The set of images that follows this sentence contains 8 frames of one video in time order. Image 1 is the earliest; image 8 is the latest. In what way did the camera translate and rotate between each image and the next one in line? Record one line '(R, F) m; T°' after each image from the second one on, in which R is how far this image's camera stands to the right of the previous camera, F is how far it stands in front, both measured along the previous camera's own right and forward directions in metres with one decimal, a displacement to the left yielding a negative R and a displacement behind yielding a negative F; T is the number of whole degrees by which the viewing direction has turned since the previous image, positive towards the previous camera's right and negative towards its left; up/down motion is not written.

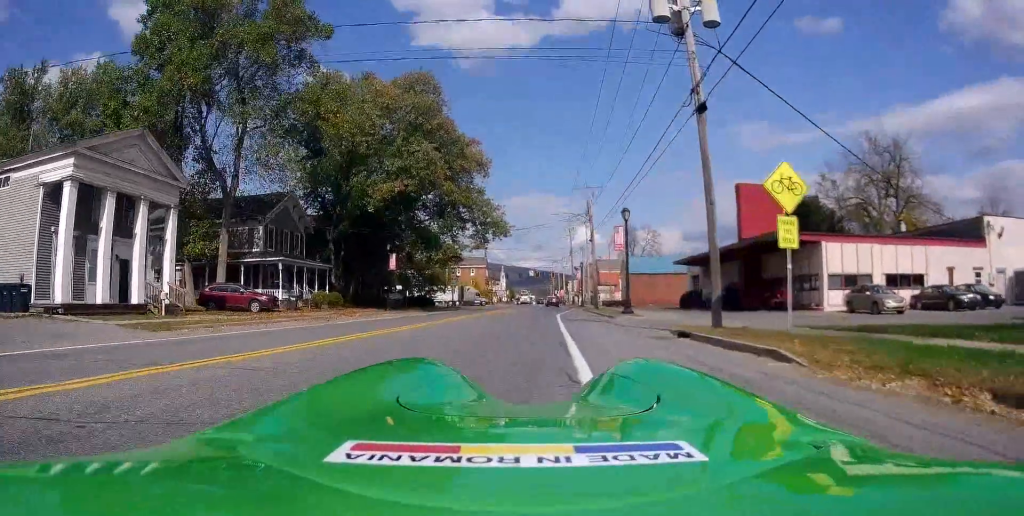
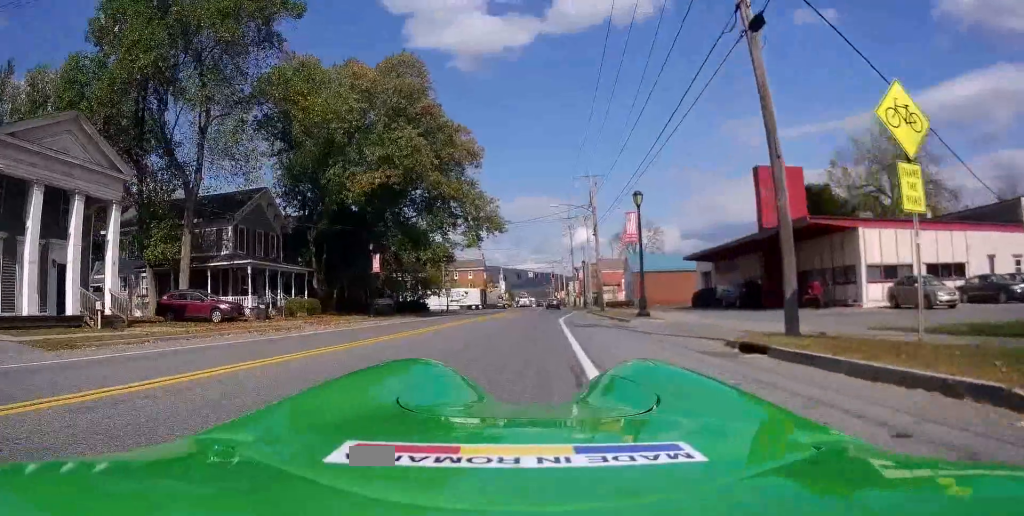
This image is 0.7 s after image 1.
(-0.2, +4.9) m; +1°
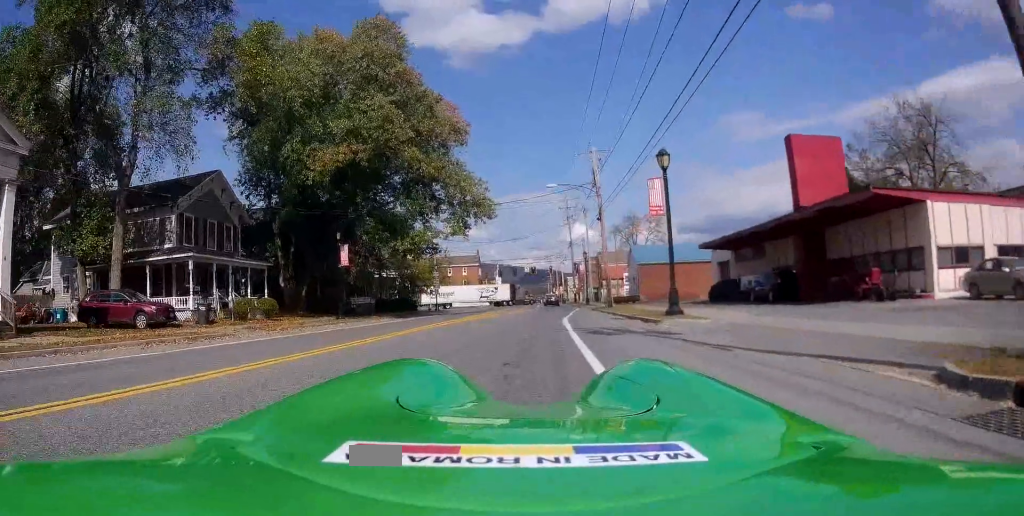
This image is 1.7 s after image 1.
(+0.2, +7.5) m; +3°
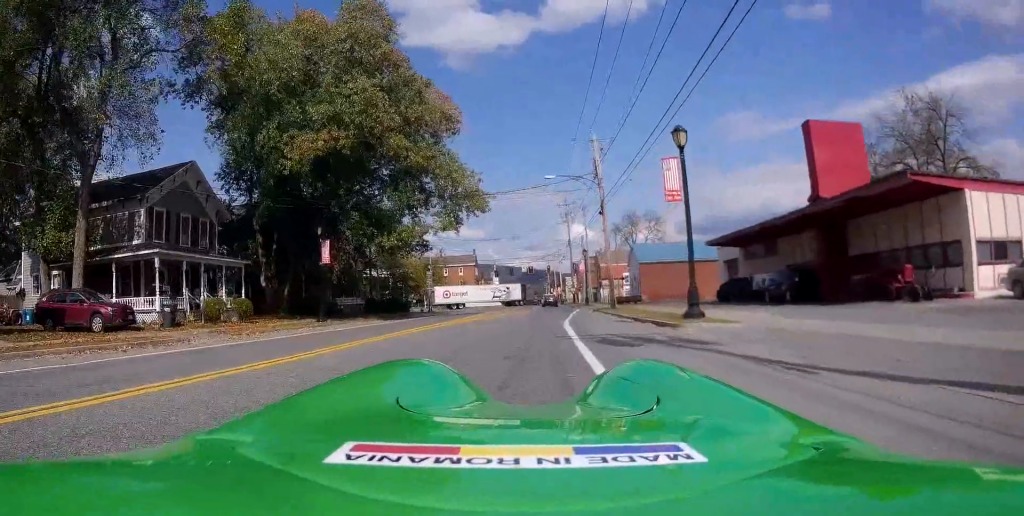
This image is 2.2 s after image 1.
(+0.3, +3.5) m; +1°
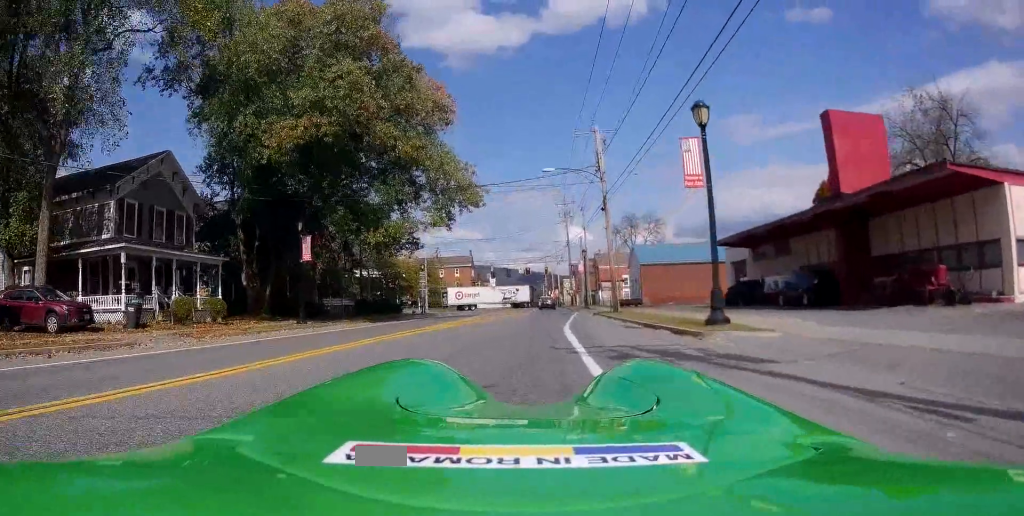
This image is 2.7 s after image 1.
(-0.2, +2.9) m; -1°
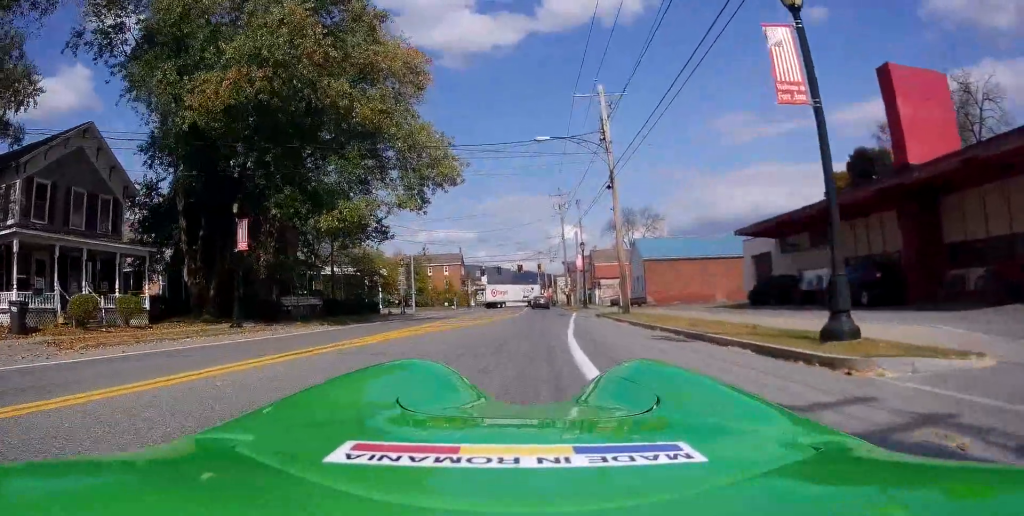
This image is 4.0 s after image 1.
(0.0, +7.8) m; 0°
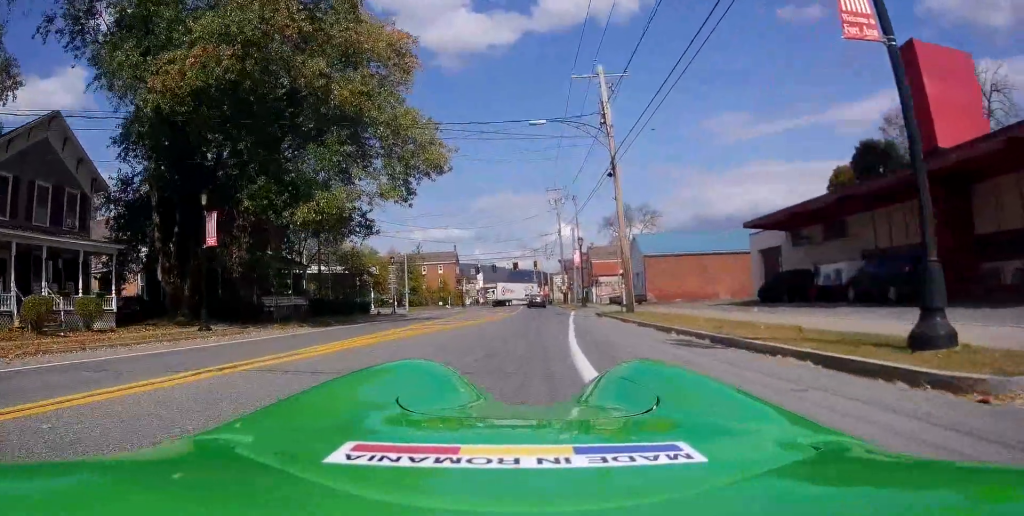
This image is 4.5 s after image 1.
(0.0, +2.7) m; -1°
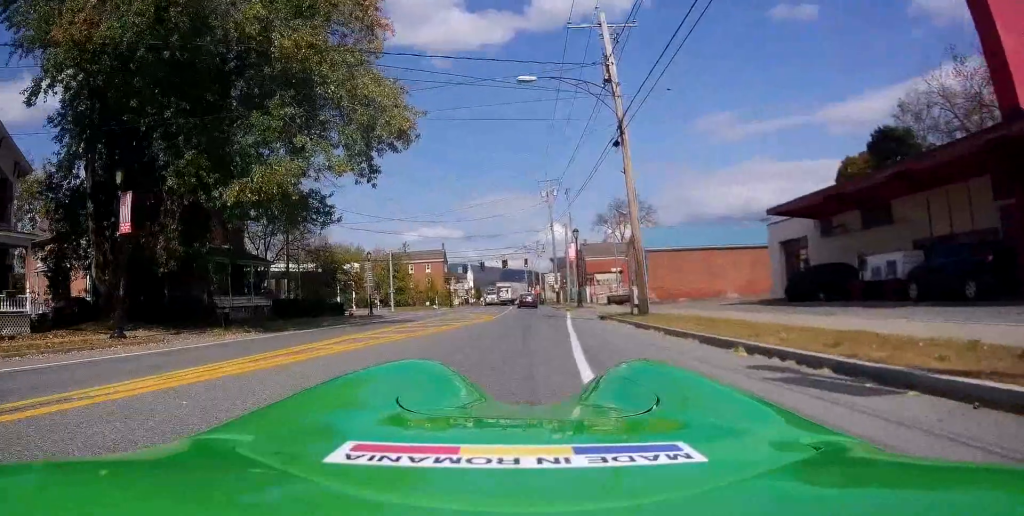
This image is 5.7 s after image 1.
(-0.2, +5.3) m; -2°
